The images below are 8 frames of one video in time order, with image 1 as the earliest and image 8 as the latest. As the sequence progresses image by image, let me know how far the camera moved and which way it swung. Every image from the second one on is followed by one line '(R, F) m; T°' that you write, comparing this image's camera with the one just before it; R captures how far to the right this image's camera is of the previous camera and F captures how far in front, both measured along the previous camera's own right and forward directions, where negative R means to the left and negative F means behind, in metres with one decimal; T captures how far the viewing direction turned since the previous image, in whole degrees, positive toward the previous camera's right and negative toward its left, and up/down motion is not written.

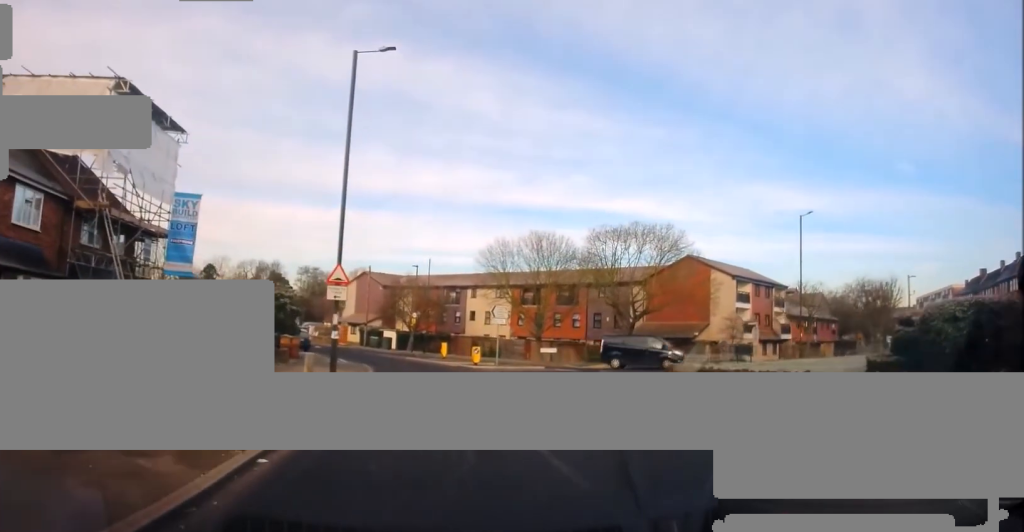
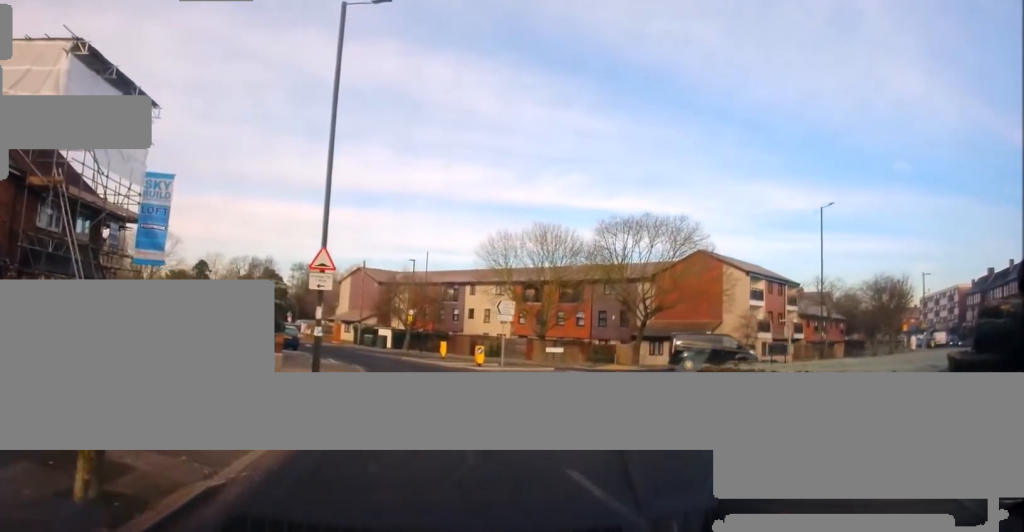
(0.0, +3.4) m; -1°
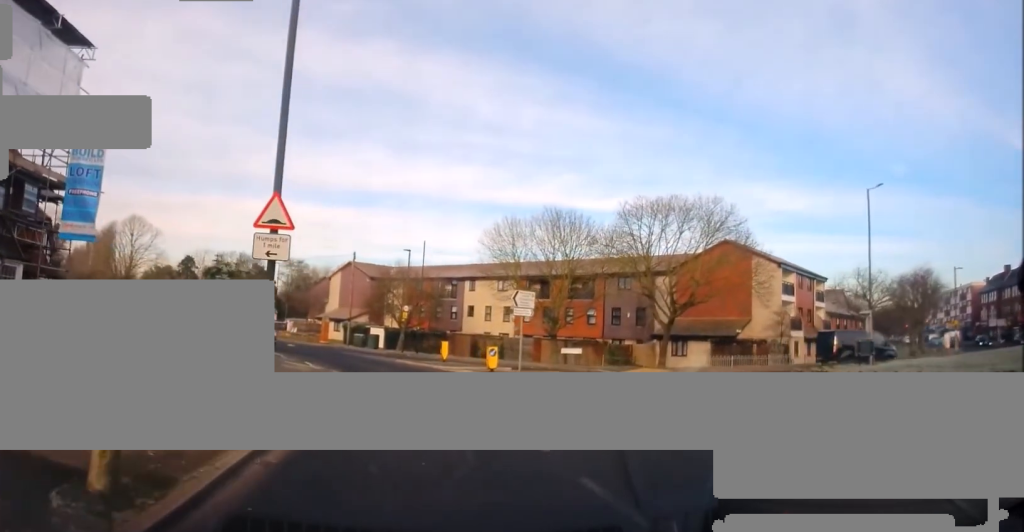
(-0.1, +6.0) m; -2°
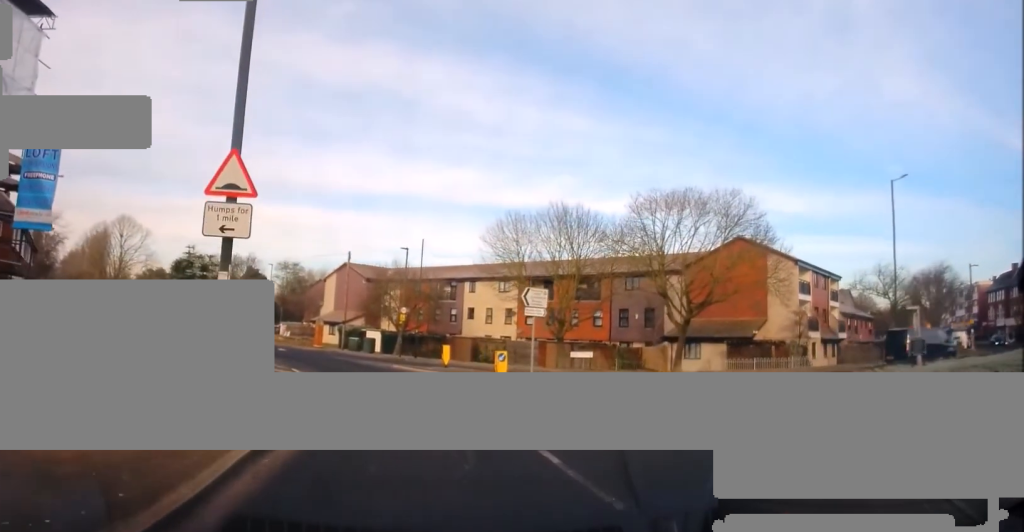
(-0.2, +2.8) m; 0°
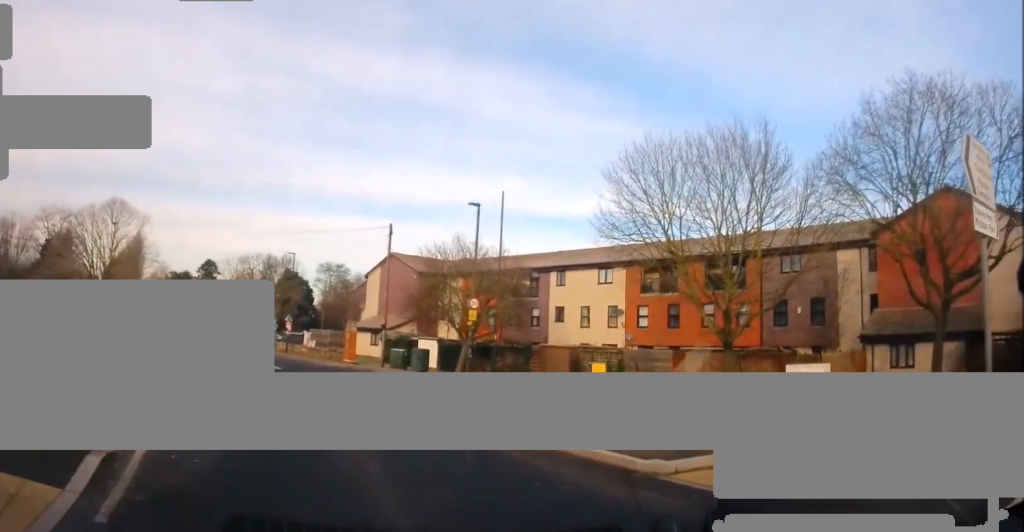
(+0.4, +17.1) m; -6°
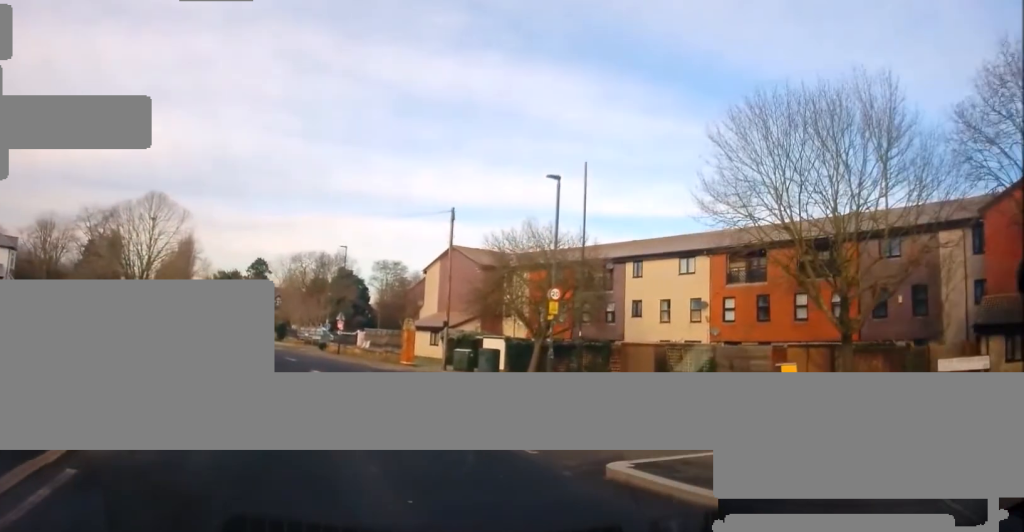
(-0.2, +4.5) m; -7°
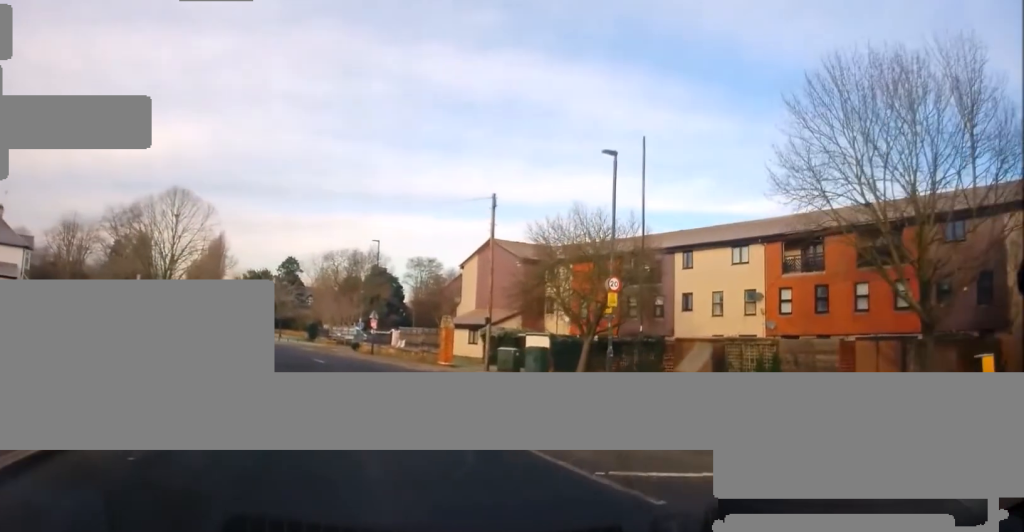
(-0.2, +2.7) m; -3°
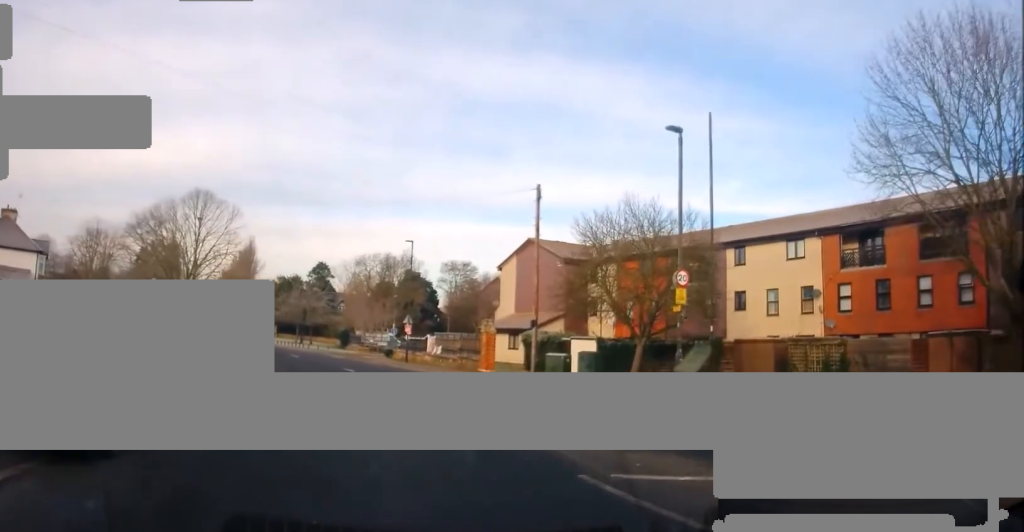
(-0.1, +2.7) m; -3°
